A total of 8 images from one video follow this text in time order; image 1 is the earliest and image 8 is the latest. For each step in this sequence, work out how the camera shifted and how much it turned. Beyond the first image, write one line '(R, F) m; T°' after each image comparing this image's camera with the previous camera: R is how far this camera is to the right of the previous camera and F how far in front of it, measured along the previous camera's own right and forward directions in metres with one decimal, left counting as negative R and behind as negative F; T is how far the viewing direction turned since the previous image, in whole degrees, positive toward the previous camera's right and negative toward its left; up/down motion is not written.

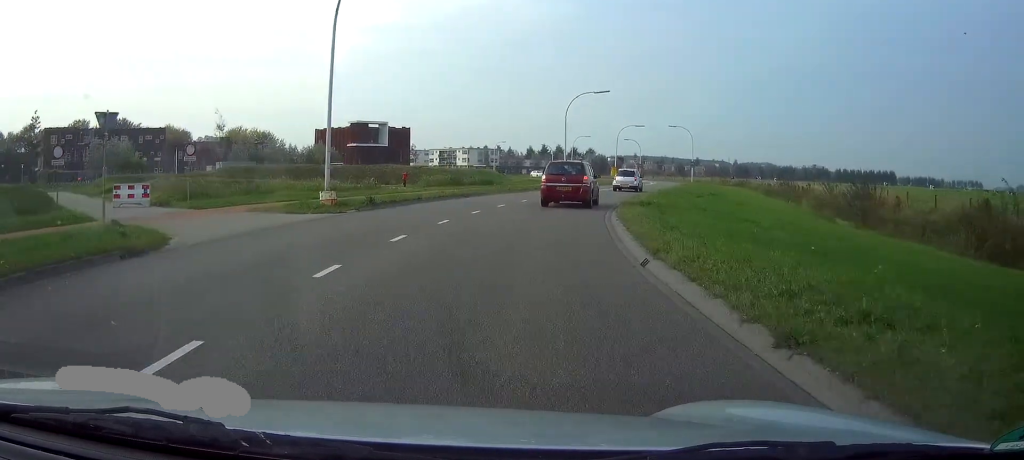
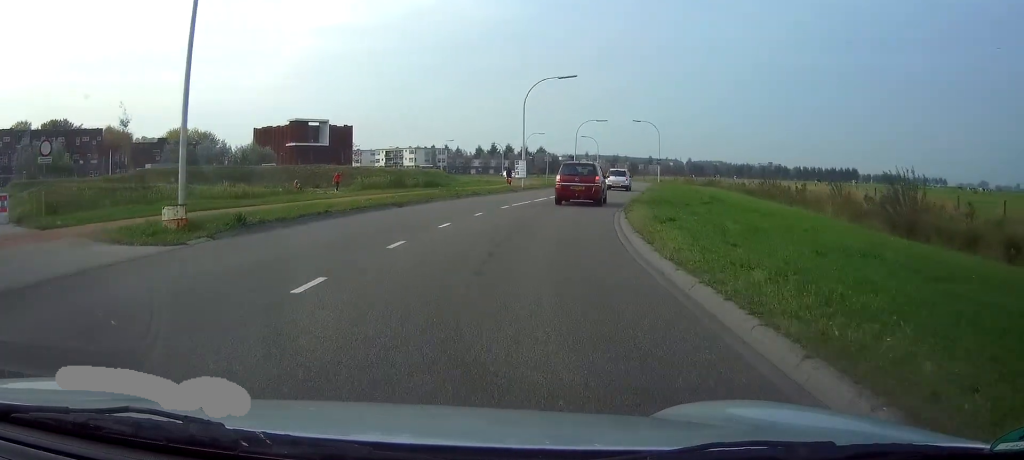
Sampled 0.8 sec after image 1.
(+0.4, +8.7) m; +6°
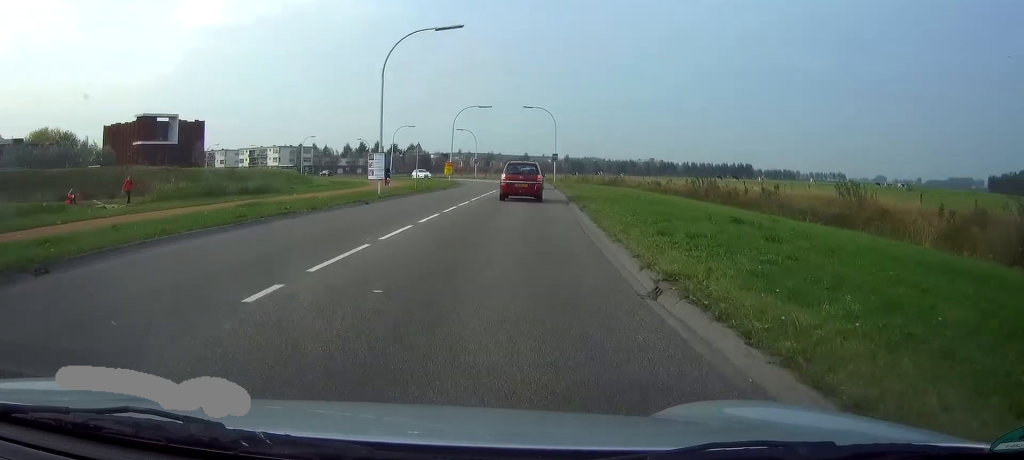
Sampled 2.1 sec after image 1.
(+1.5, +15.8) m; +10°
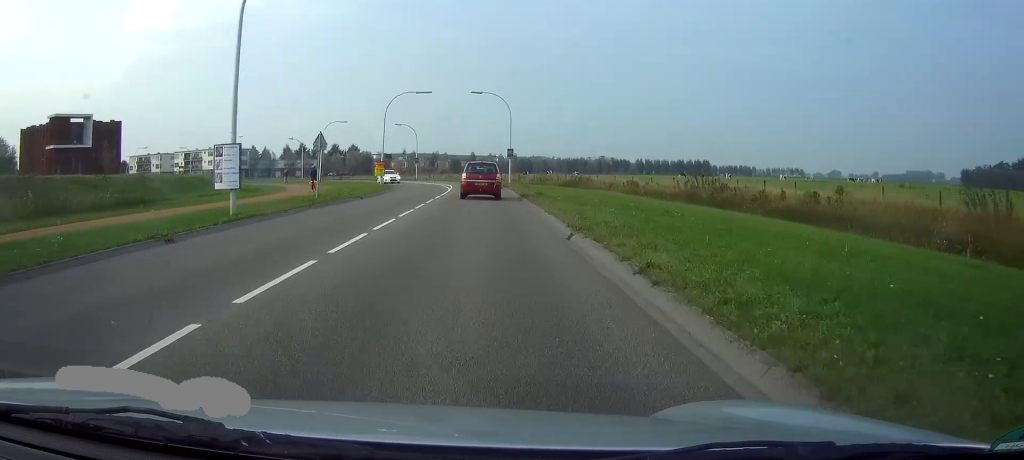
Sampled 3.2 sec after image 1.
(+0.7, +13.4) m; +4°
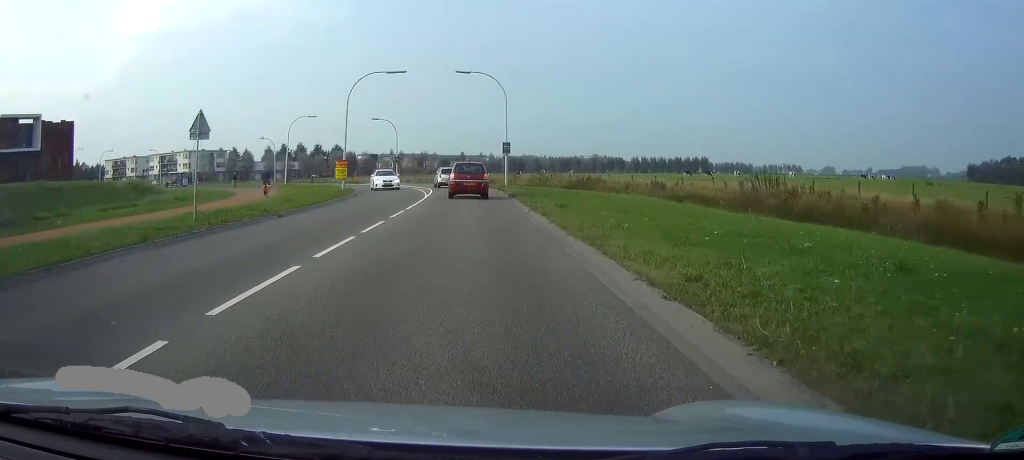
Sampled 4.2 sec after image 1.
(+0.2, +12.3) m; +1°
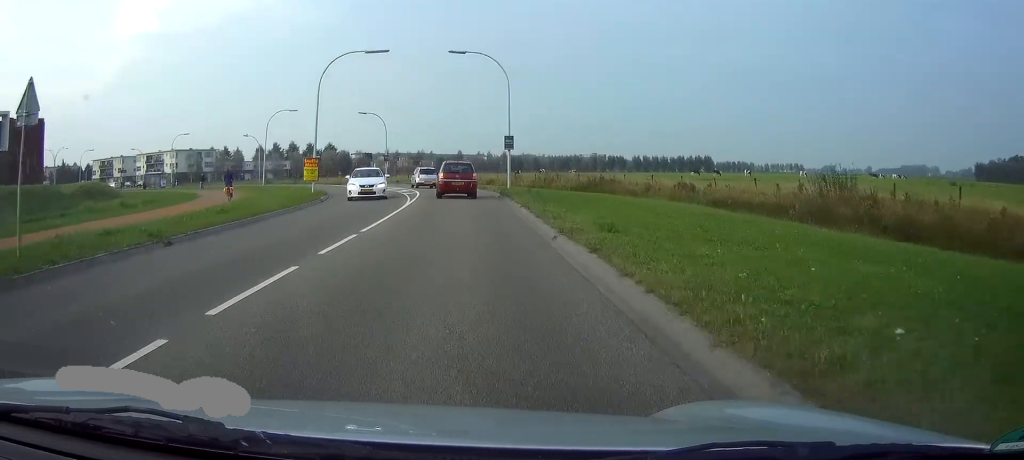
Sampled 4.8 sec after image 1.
(0.0, +7.9) m; 0°
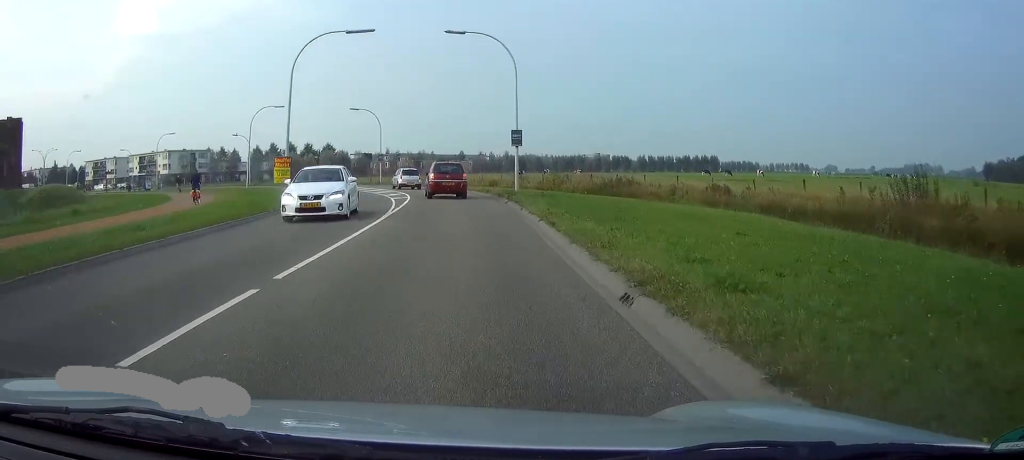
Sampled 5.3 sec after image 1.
(0.0, +6.1) m; 0°
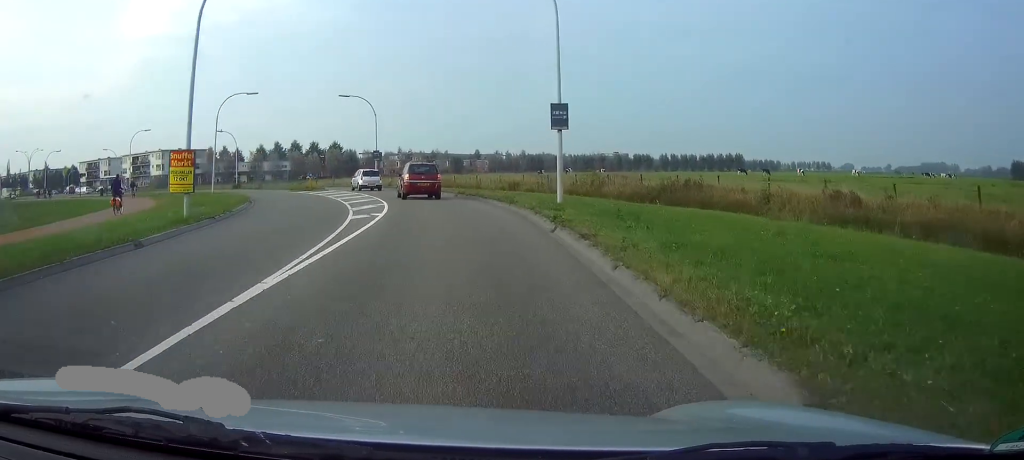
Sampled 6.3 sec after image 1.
(0.0, +13.0) m; -1°
